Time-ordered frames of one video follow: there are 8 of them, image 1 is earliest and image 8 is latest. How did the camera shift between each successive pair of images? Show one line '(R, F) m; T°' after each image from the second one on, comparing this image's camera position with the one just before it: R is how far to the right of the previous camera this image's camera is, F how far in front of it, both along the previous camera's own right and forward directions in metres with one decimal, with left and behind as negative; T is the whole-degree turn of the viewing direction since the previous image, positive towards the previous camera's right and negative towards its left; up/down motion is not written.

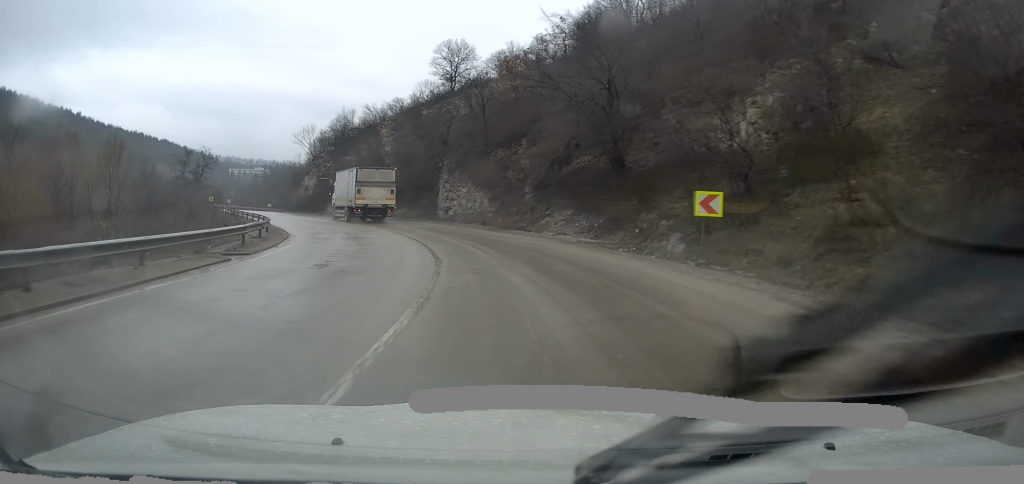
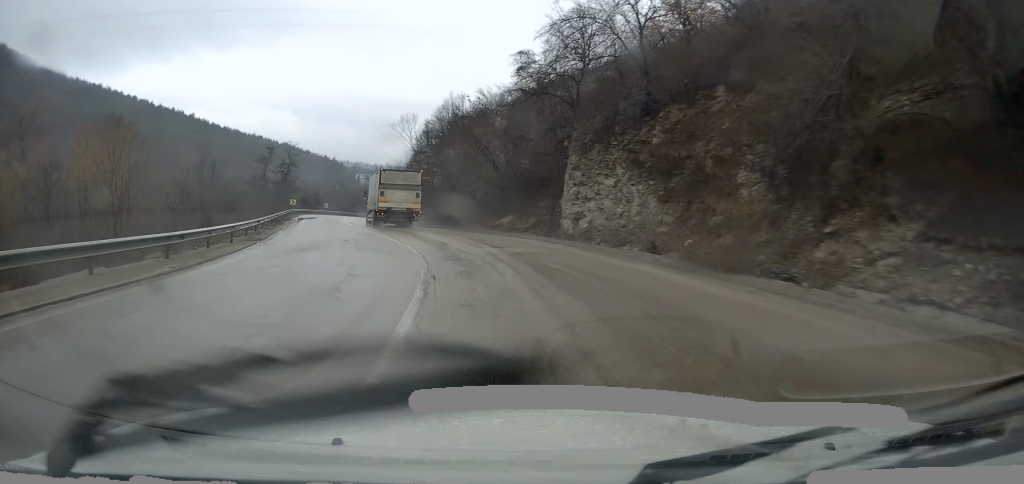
(-1.8, +18.6) m; -12°
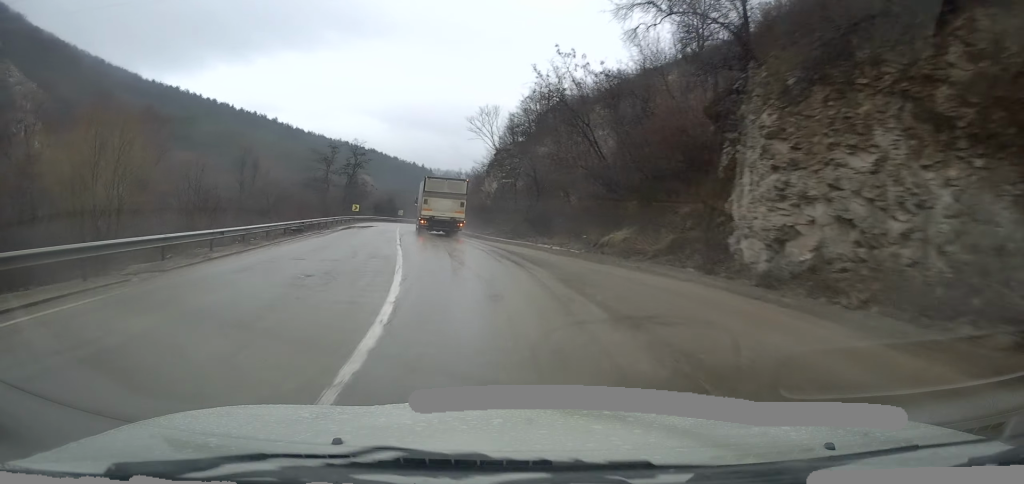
(-0.9, +12.4) m; -8°
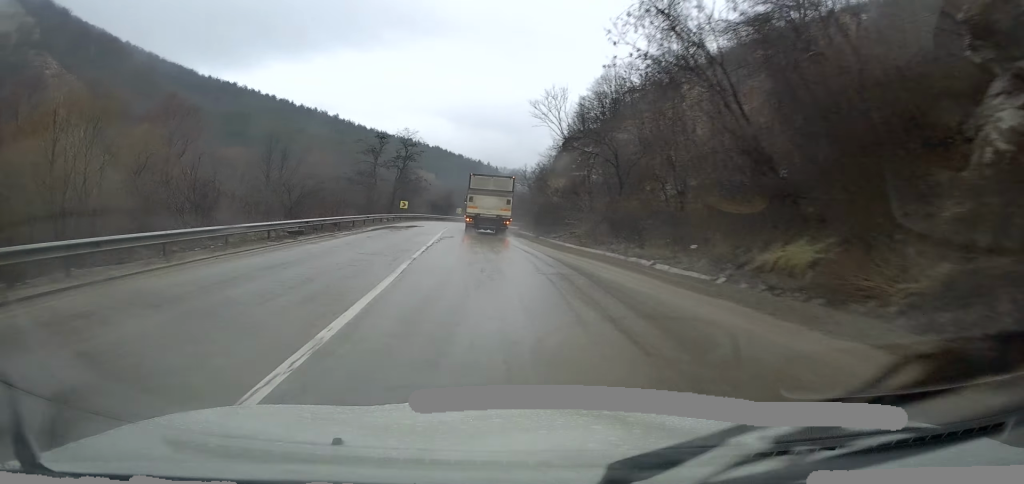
(-0.5, +9.5) m; -5°
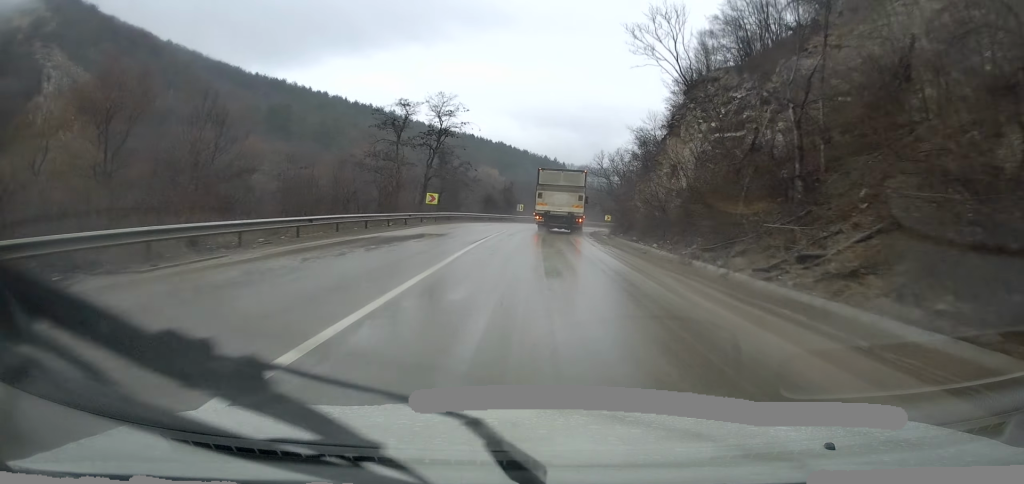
(-2.4, +24.1) m; -9°
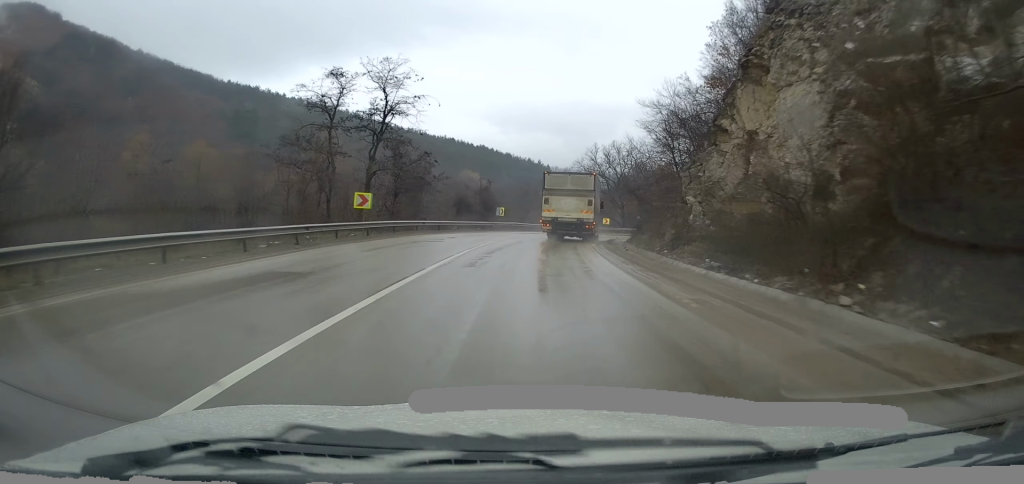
(-0.5, +15.3) m; -1°
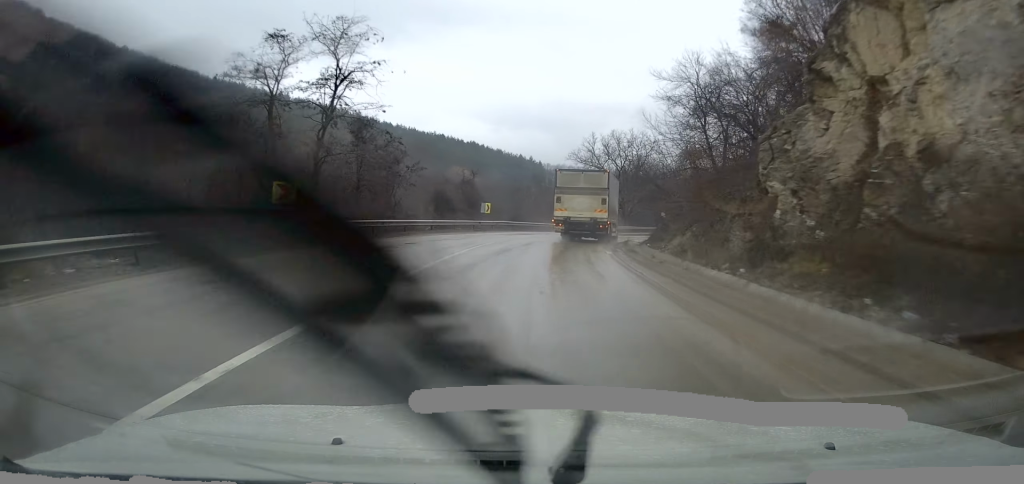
(+0.2, +8.8) m; +1°
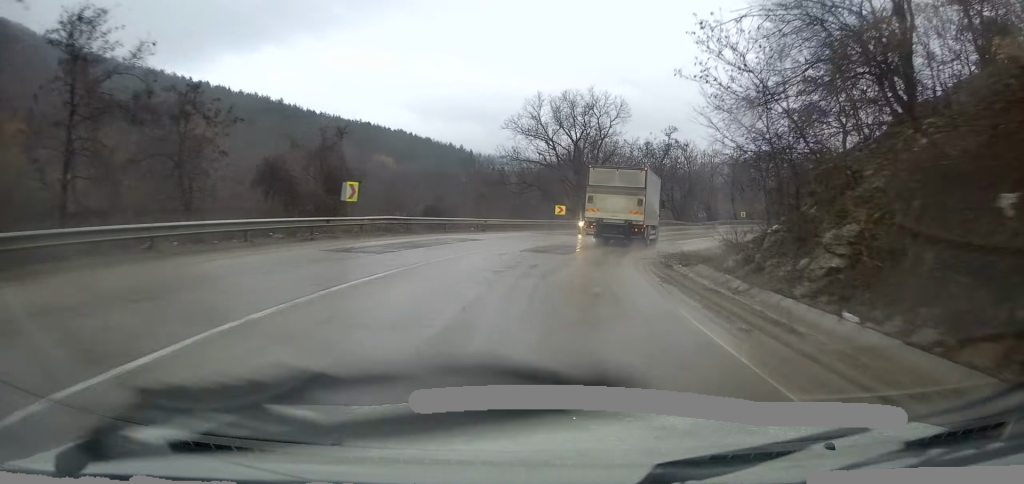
(+0.8, +23.0) m; +5°
